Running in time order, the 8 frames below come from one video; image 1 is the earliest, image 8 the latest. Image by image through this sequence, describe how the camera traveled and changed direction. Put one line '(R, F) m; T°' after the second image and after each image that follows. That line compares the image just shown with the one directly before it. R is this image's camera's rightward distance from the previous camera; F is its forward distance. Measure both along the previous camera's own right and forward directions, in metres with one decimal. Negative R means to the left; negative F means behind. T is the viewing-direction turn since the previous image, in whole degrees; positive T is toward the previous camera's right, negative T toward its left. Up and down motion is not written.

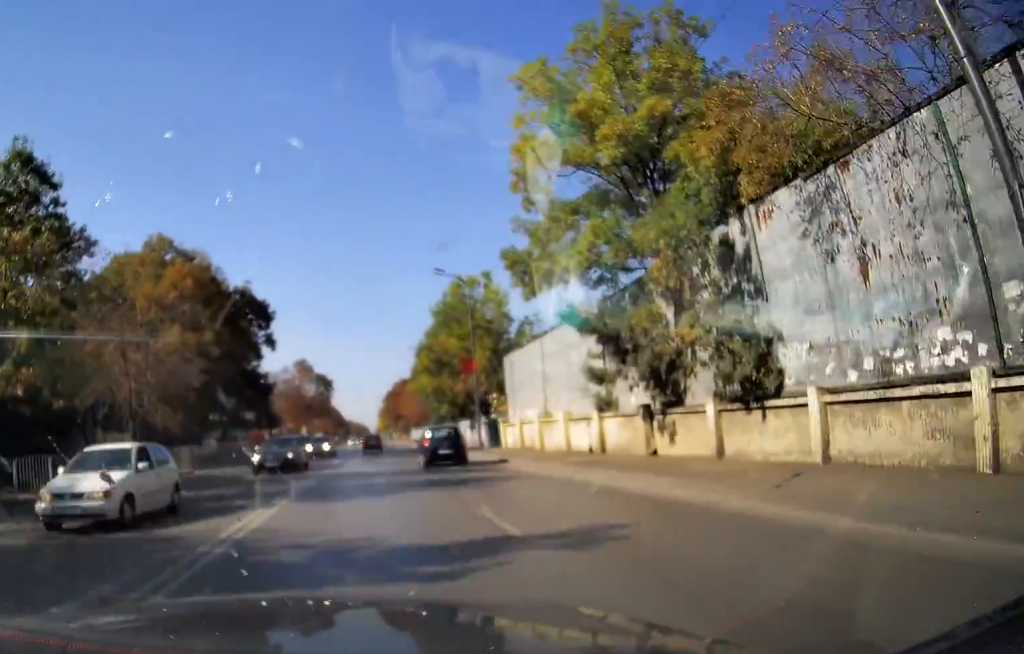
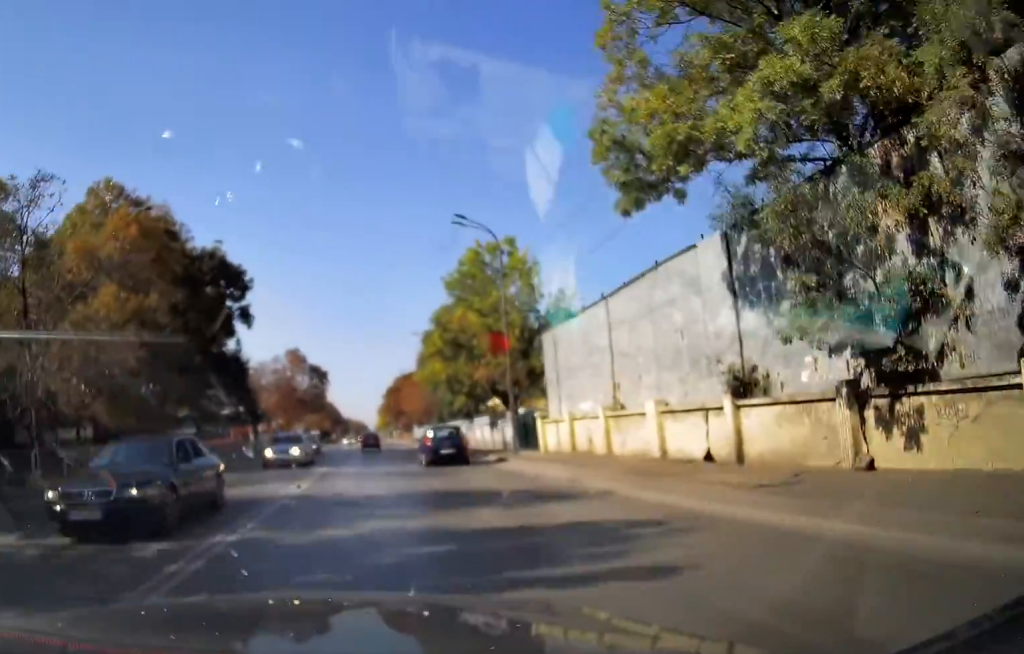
(0.0, +8.3) m; +1°
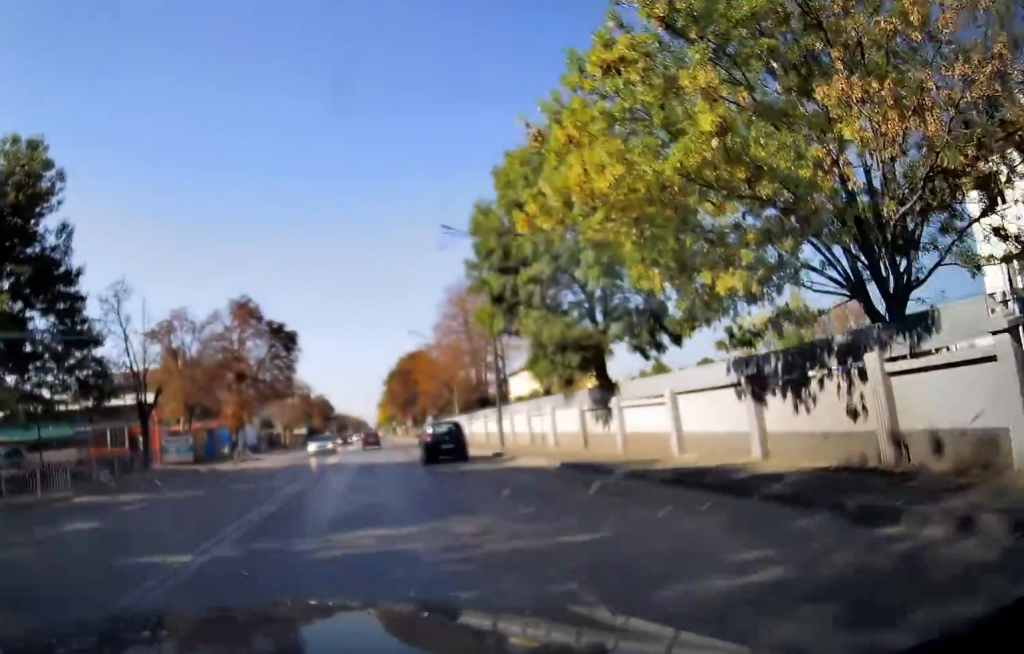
(0.0, +28.4) m; -1°
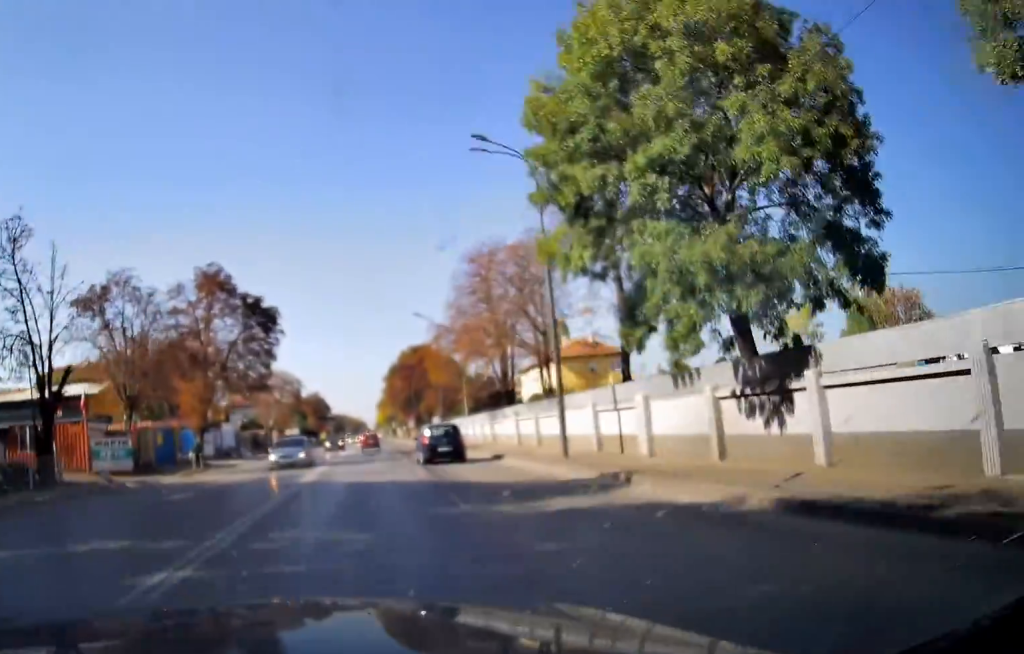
(0.0, +9.5) m; 0°
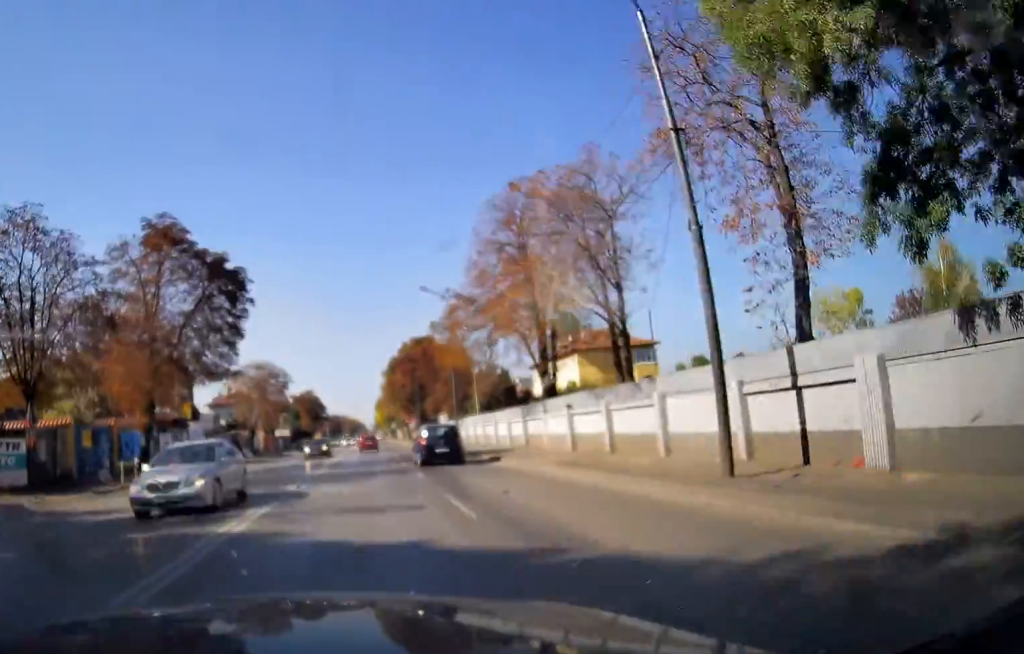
(-0.1, +9.2) m; +1°
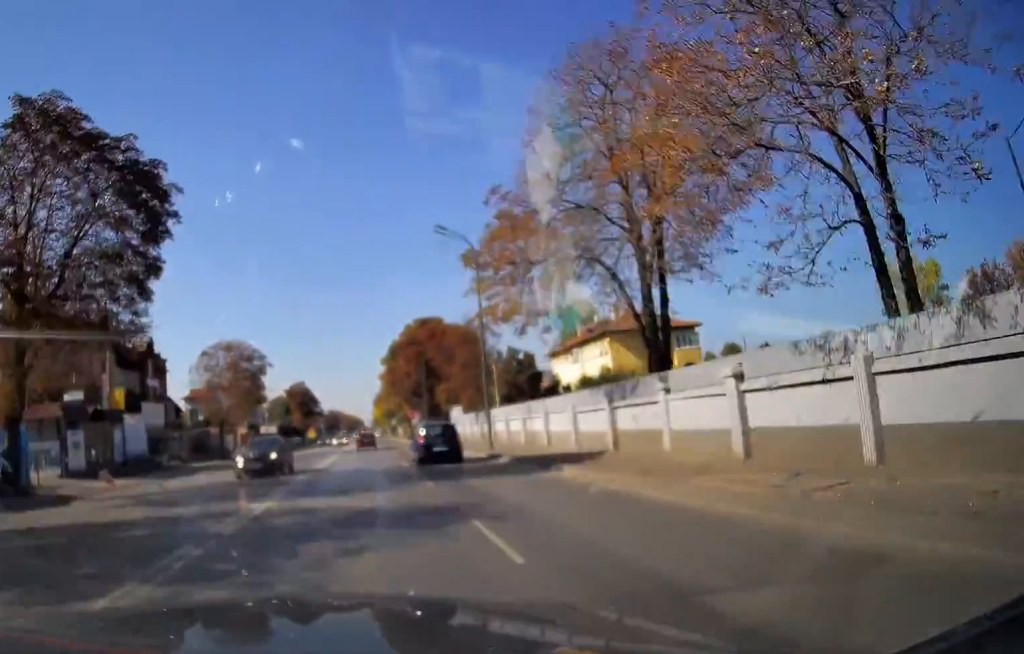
(+0.2, +11.8) m; 0°
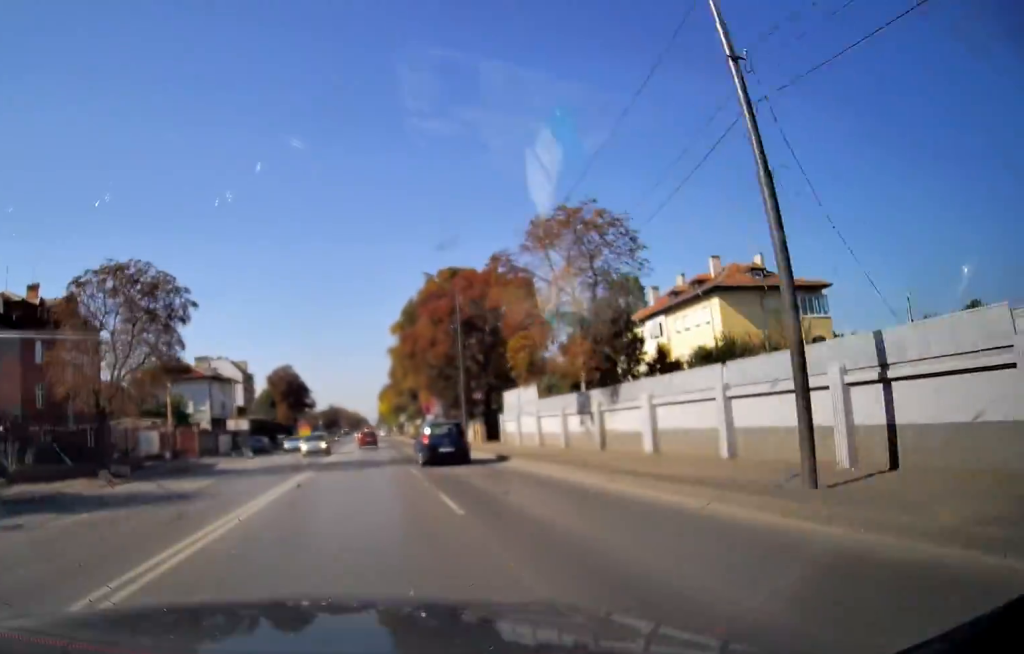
(0.0, +22.1) m; 0°
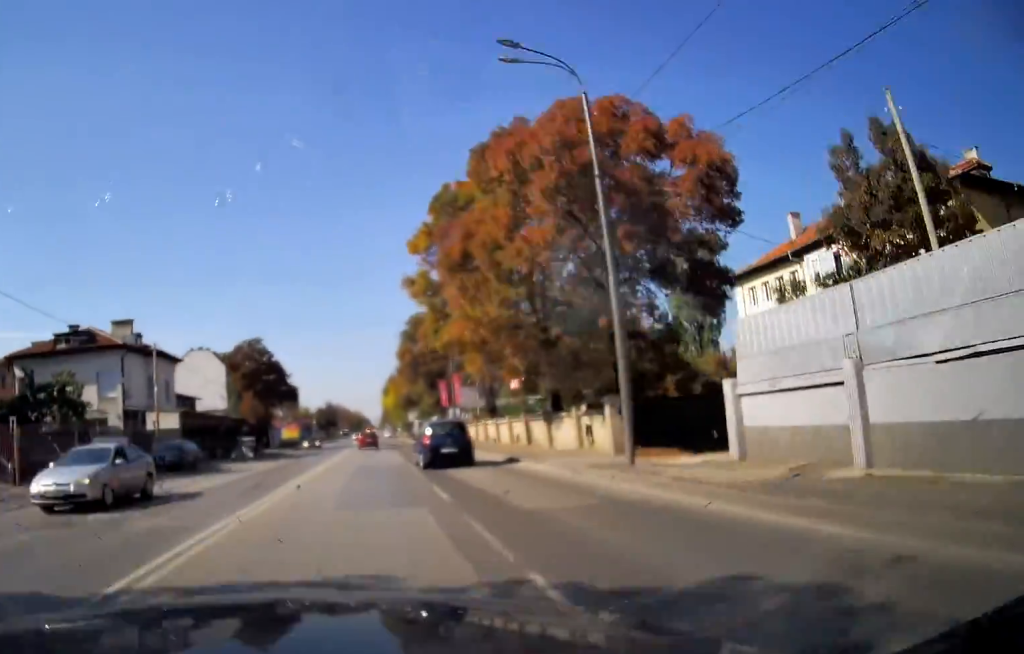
(-0.1, +24.5) m; 0°
